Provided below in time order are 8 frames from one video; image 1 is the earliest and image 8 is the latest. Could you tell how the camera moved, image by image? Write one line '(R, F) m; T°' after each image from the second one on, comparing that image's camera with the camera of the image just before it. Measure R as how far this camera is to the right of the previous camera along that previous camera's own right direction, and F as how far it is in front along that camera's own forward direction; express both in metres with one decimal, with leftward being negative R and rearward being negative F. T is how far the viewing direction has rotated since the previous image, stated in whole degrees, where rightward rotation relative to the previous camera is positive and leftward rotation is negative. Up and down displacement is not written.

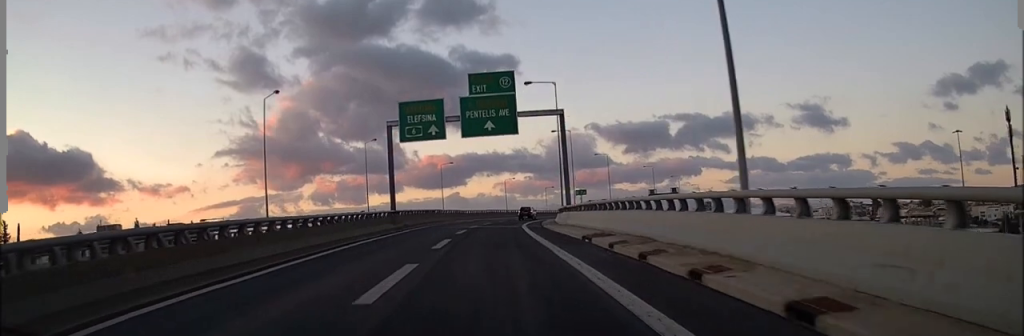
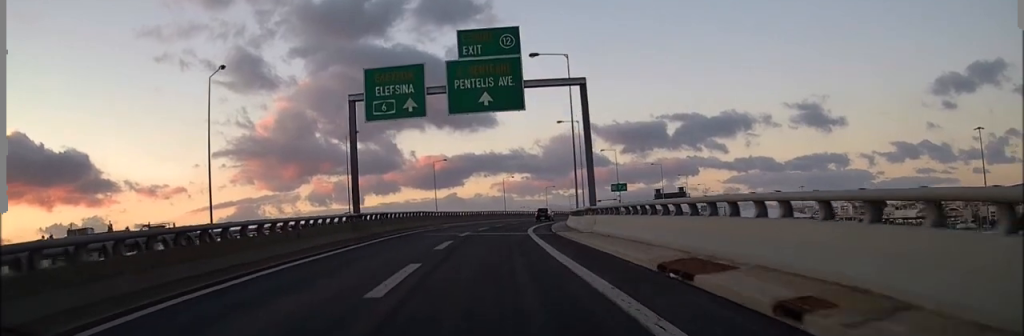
(0.0, +10.9) m; 0°
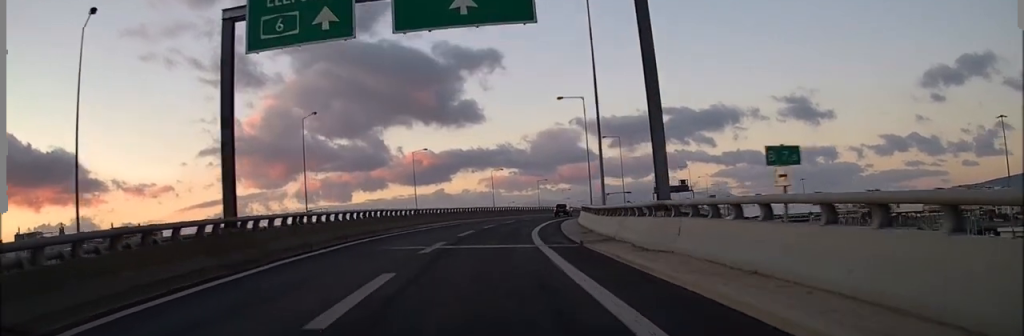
(+0.1, +14.9) m; +1°
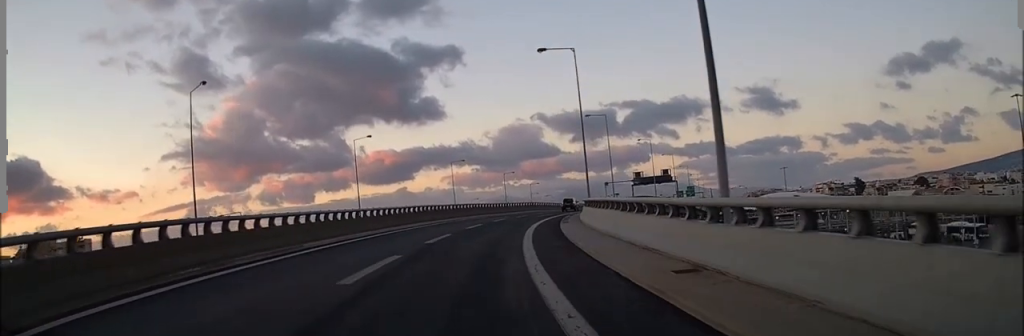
(+0.3, +19.4) m; +3°
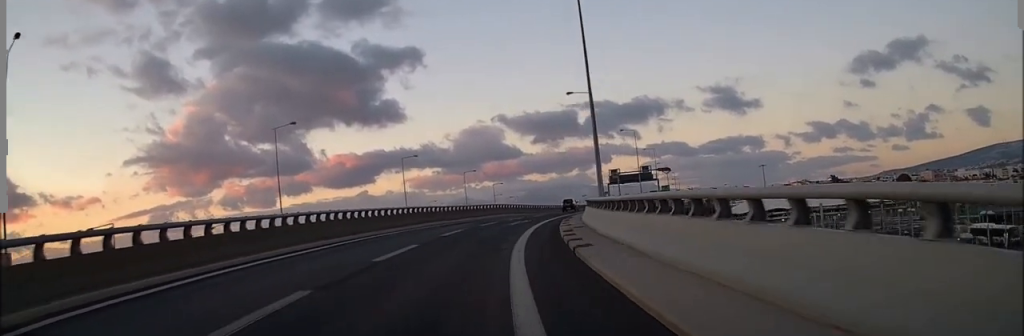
(+0.5, +19.1) m; +3°
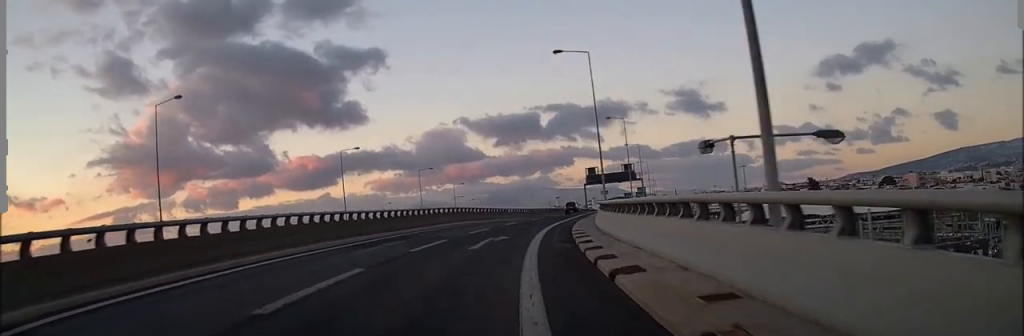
(+0.6, +19.6) m; +4°
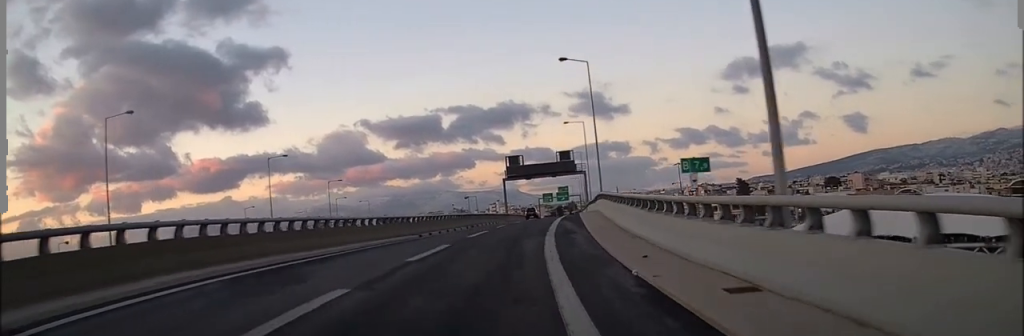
(+2.6, +39.3) m; +8°
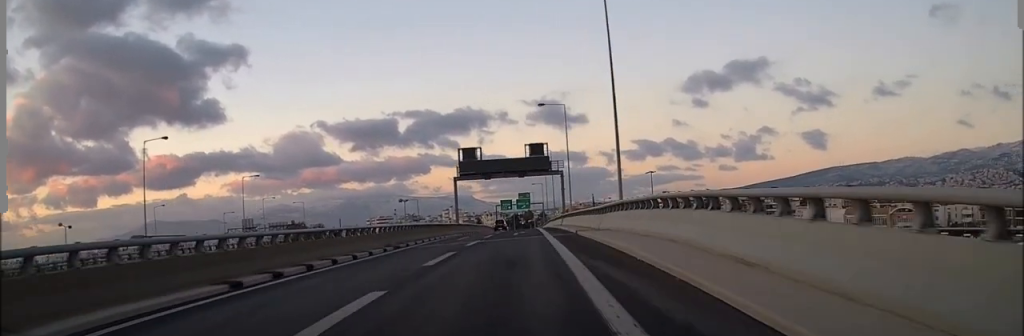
(+1.0, +23.1) m; +4°
